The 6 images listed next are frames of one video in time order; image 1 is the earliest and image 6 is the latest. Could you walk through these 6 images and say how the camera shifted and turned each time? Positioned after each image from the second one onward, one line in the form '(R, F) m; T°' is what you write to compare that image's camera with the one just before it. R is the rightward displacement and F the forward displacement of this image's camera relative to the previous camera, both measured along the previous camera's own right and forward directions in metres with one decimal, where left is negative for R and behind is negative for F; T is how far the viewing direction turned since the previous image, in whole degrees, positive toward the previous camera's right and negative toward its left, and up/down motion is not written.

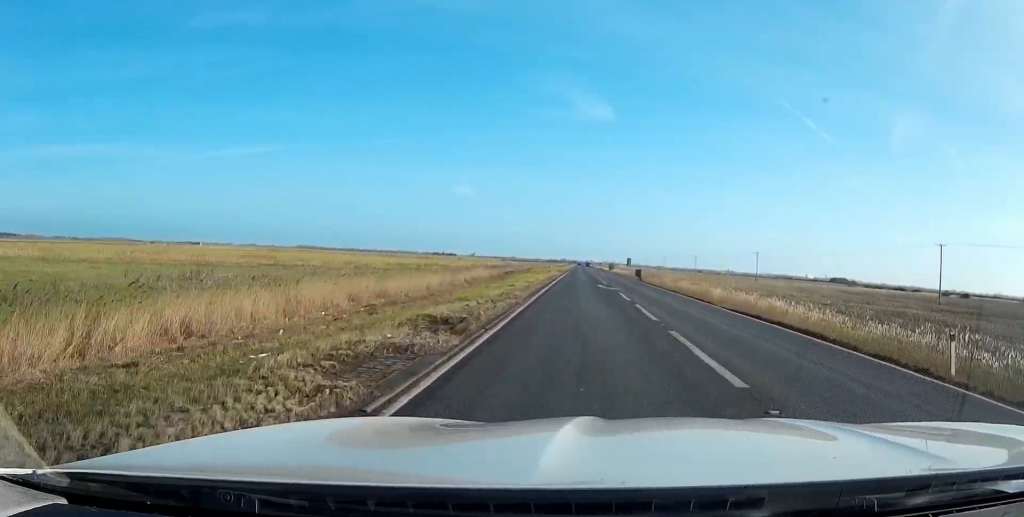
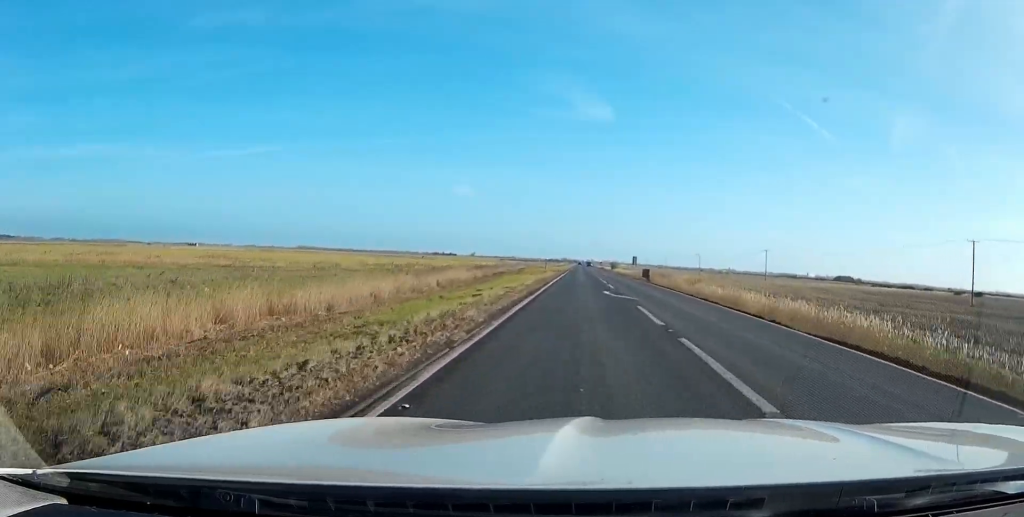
(0.0, +10.8) m; 0°
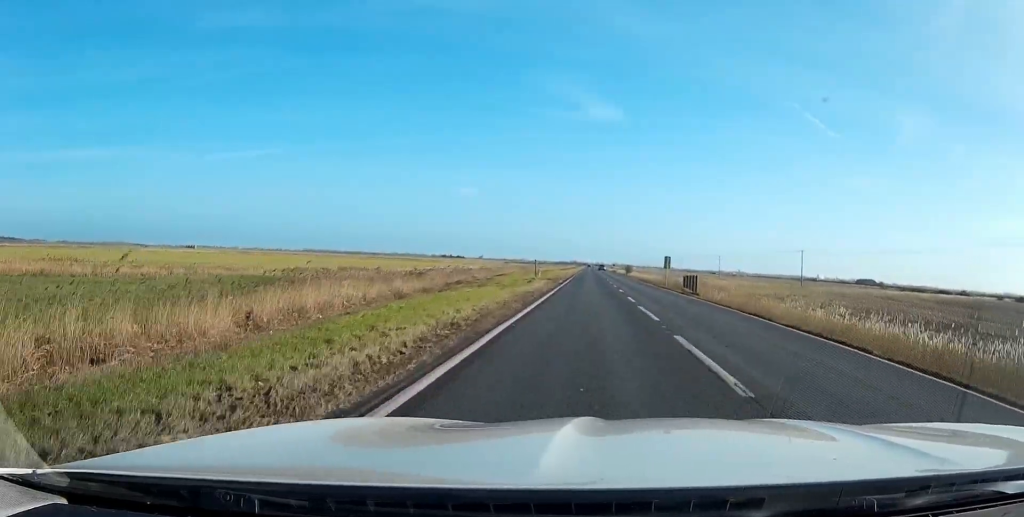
(0.0, +28.4) m; 0°
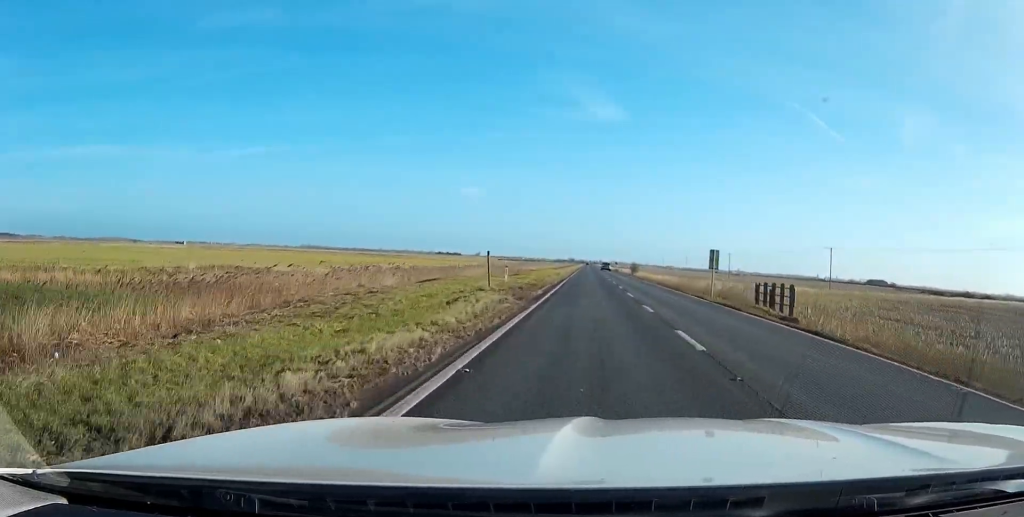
(-0.1, +24.2) m; 0°
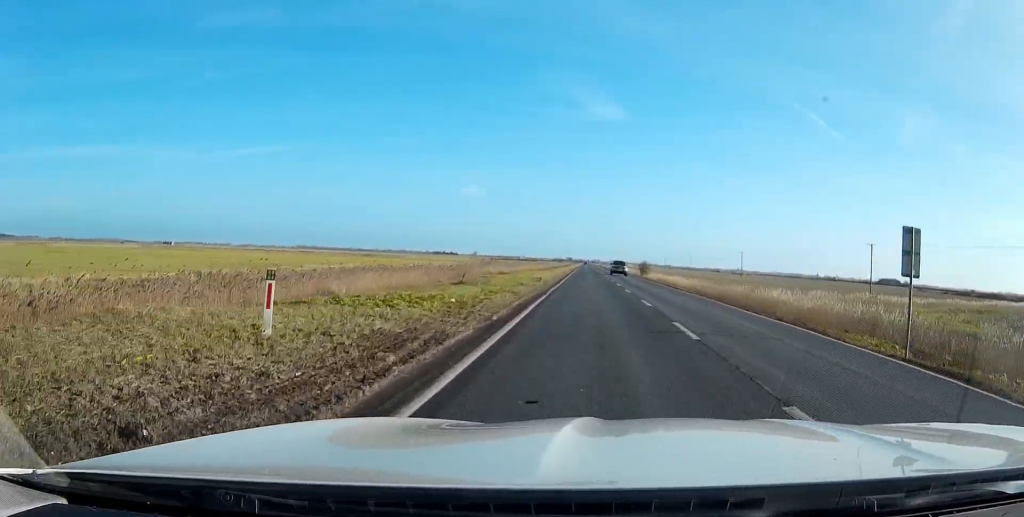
(+0.1, +25.9) m; 0°
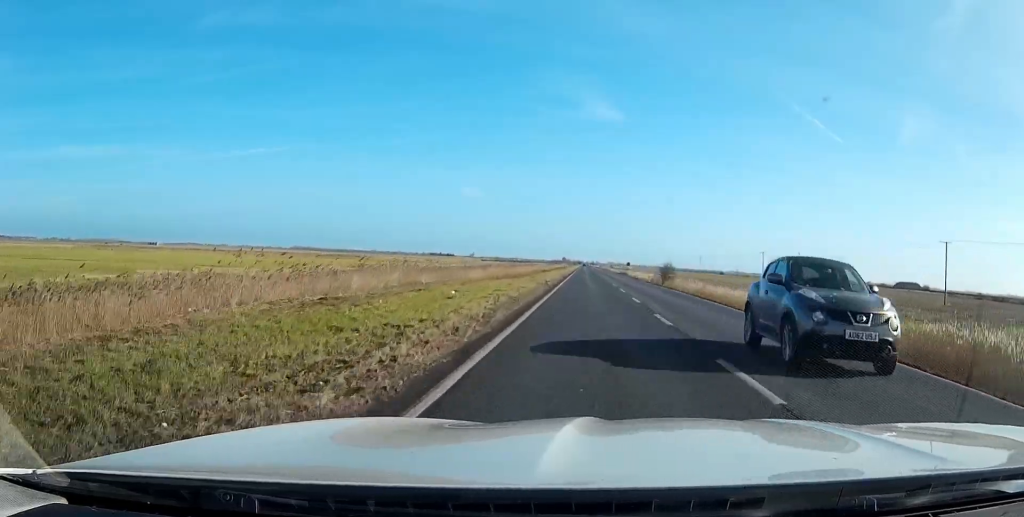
(0.0, +32.7) m; 0°
